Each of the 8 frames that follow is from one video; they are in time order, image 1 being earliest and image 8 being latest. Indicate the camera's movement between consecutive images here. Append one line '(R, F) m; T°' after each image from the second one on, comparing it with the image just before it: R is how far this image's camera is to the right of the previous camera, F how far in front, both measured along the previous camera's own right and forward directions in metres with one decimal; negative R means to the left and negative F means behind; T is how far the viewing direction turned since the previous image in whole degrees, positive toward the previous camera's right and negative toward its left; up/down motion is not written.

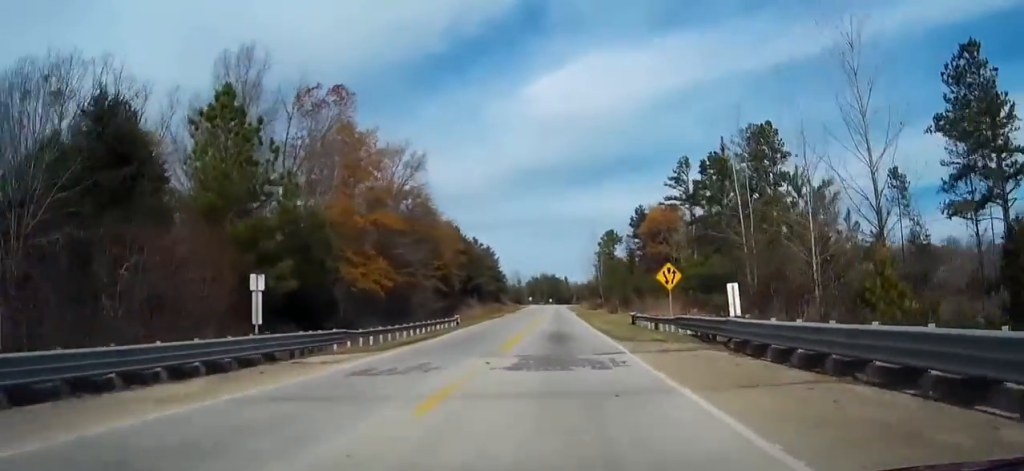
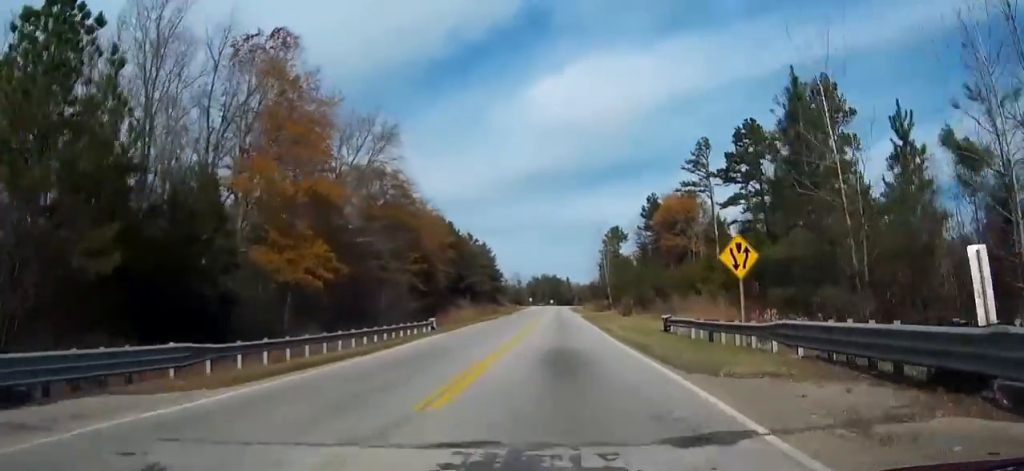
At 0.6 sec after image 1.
(0.0, +13.1) m; 0°
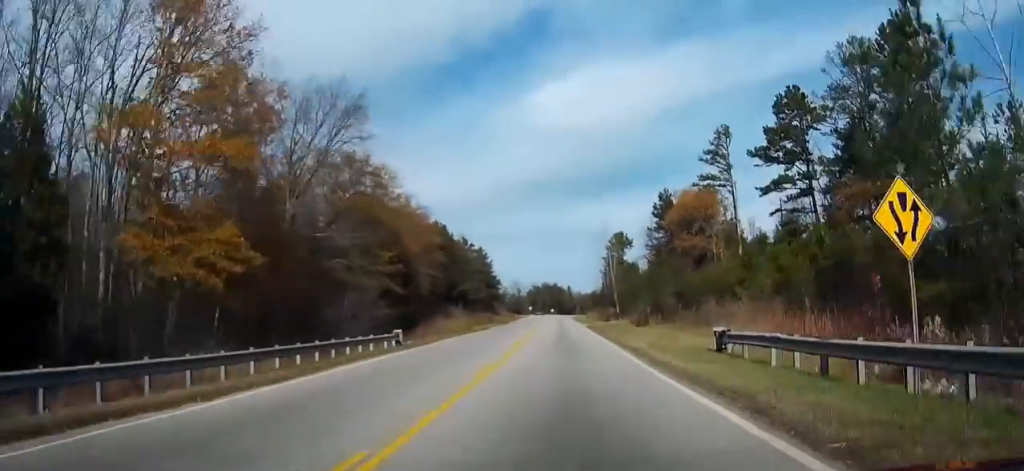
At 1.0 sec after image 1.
(0.0, +10.8) m; 0°
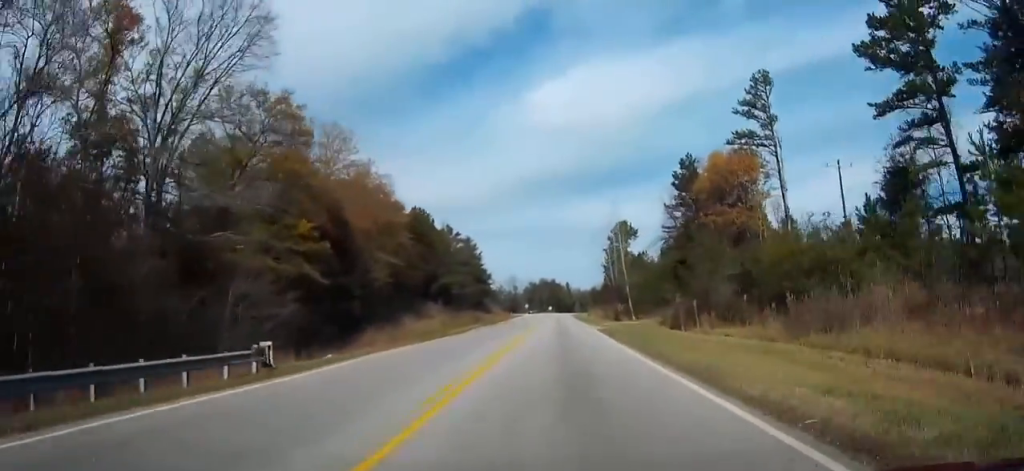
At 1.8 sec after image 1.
(0.0, +17.6) m; 0°
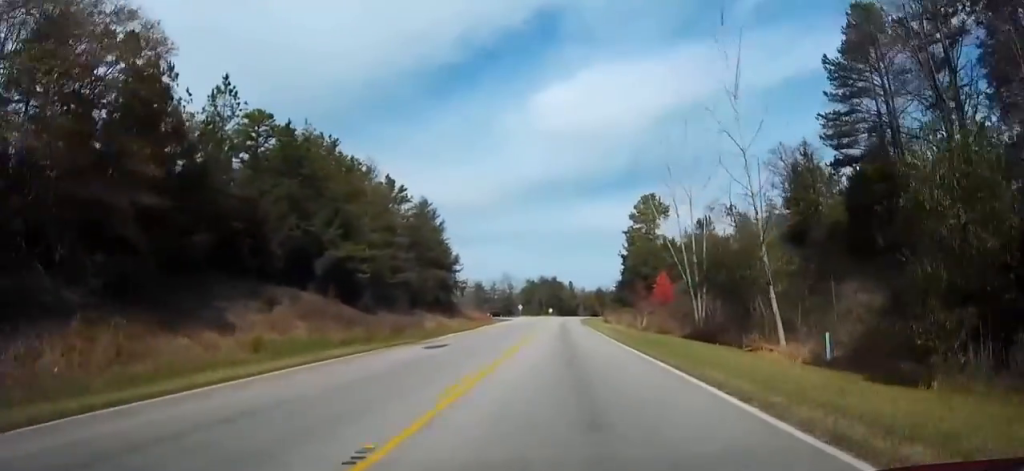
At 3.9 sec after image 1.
(+0.1, +48.6) m; 0°
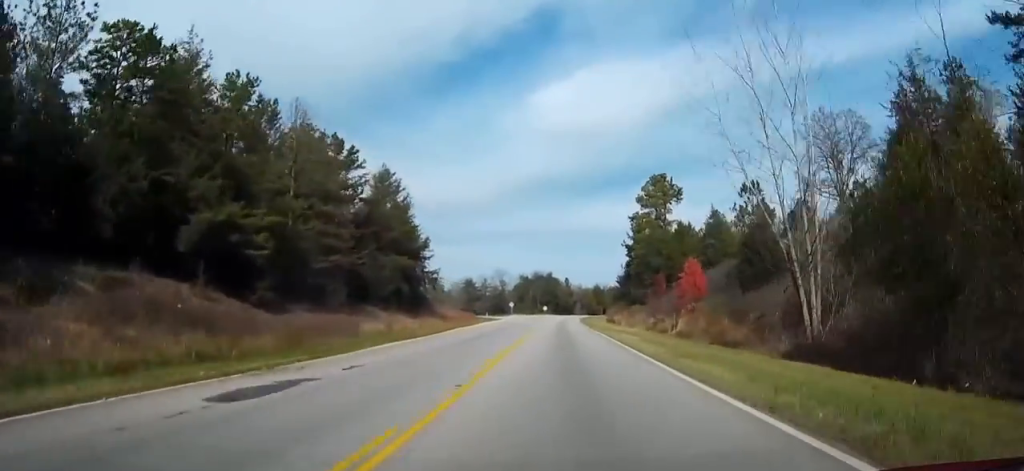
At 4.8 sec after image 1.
(-0.1, +18.8) m; 0°
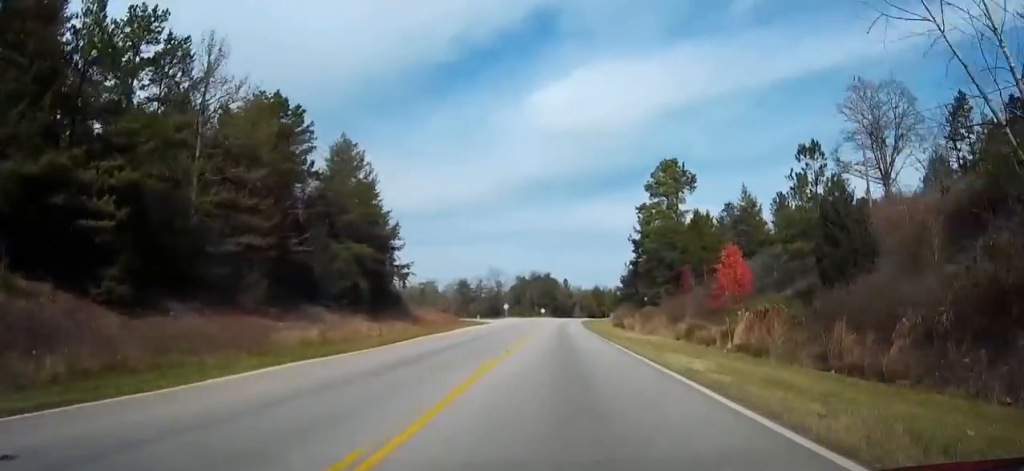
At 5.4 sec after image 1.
(0.0, +13.5) m; 0°
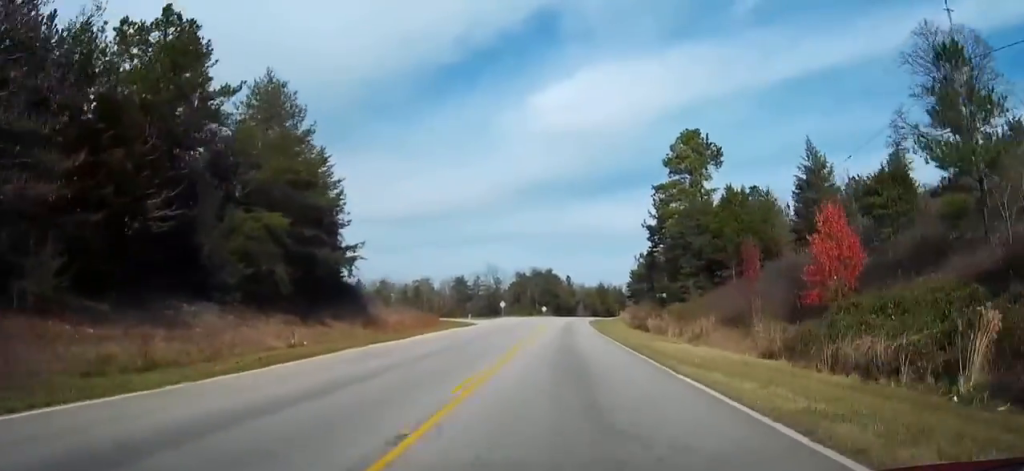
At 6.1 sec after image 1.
(+0.1, +16.4) m; 0°
